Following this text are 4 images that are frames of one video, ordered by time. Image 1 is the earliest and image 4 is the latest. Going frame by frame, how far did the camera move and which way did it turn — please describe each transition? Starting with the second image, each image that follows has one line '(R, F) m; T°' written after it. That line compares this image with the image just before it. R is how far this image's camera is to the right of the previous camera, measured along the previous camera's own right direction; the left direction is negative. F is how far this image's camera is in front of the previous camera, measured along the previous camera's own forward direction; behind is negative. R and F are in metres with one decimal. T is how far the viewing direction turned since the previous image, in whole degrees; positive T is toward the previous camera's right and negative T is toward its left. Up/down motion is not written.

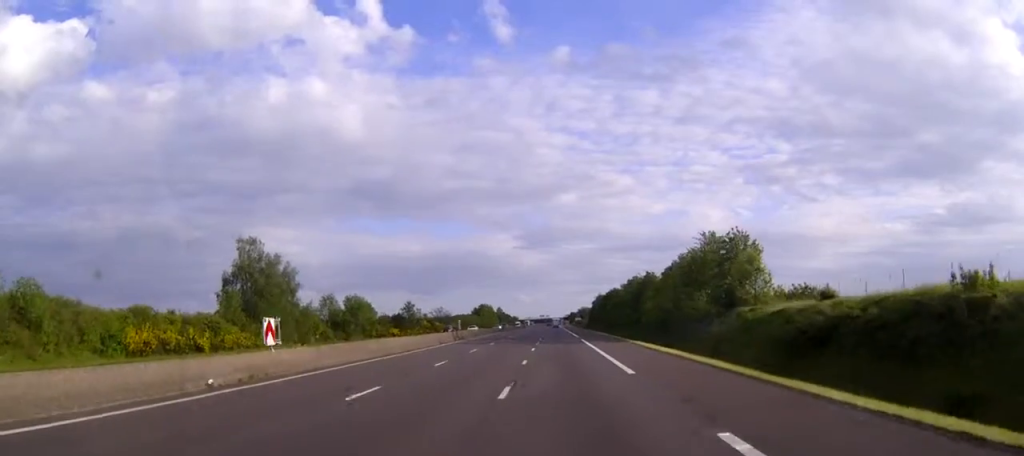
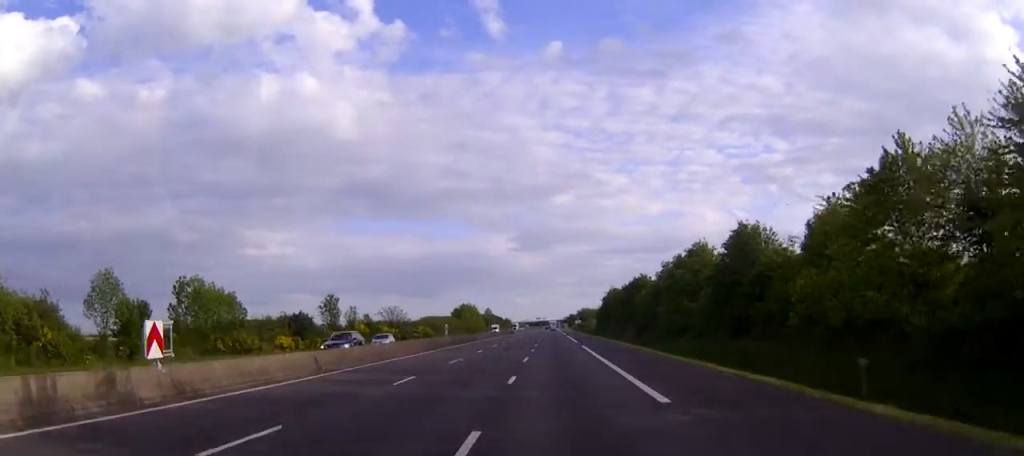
(+0.1, +59.0) m; 0°
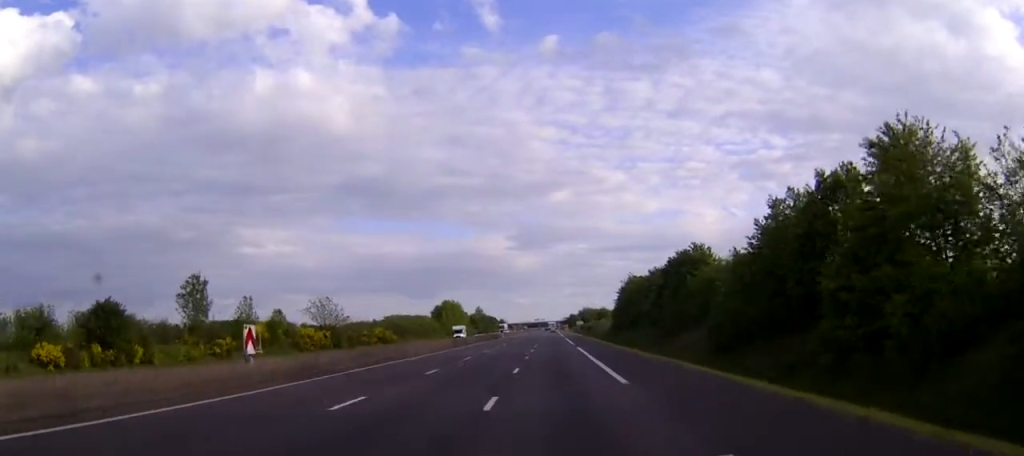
(0.0, +44.9) m; 0°
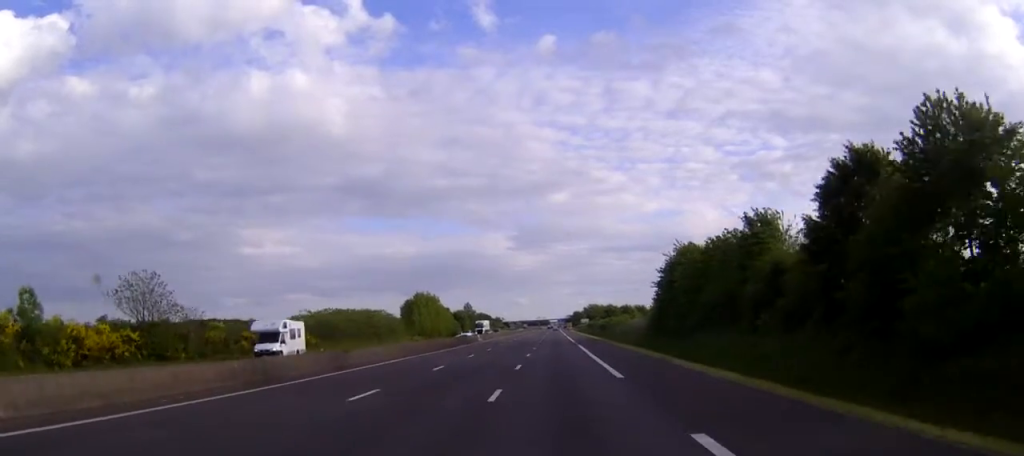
(0.0, +50.2) m; 0°
